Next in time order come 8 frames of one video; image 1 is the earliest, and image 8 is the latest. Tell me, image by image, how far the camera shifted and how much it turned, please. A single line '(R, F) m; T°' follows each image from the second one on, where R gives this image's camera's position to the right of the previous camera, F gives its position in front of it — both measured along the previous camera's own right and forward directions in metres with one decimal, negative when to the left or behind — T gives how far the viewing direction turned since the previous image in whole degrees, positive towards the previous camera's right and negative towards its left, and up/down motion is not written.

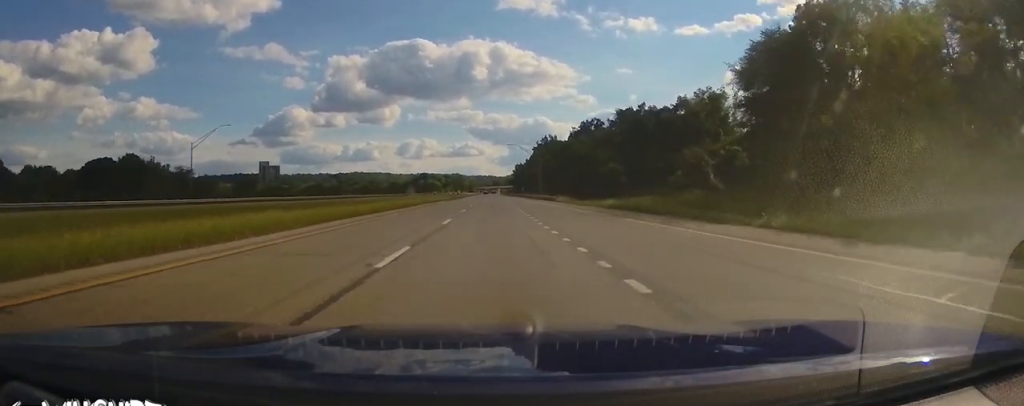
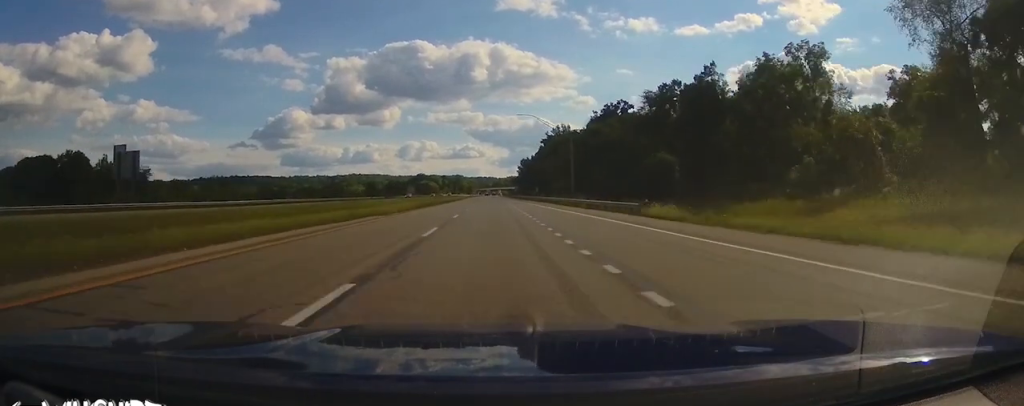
(0.0, +42.6) m; 0°
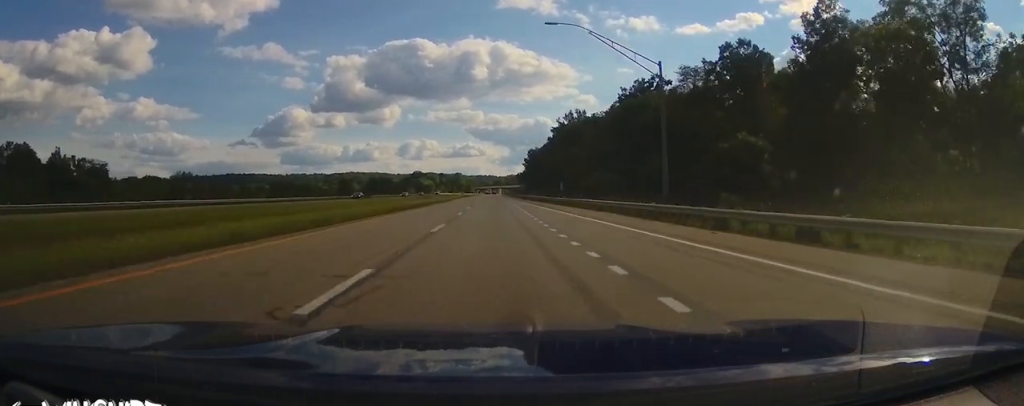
(-0.2, +34.8) m; 0°
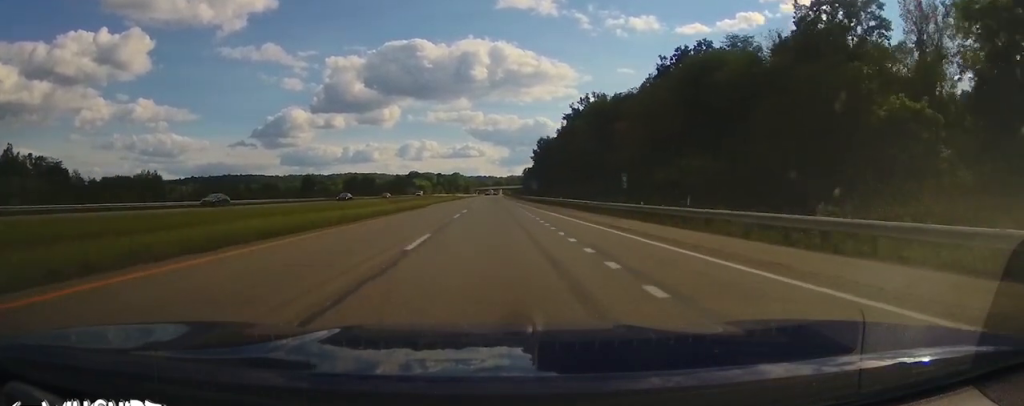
(0.0, +30.4) m; 0°
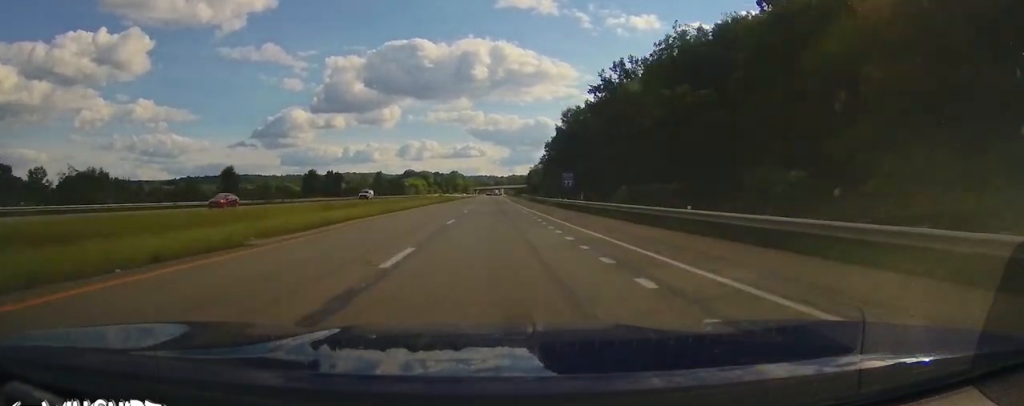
(0.0, +38.5) m; 0°
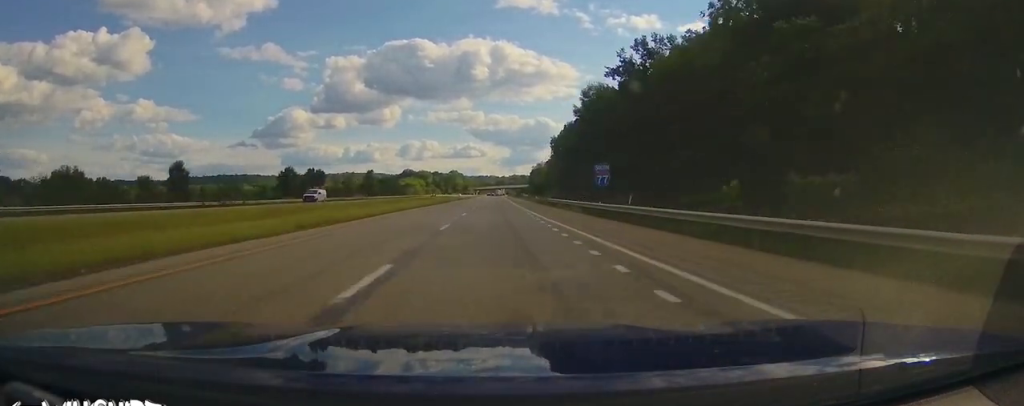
(0.0, +15.5) m; 0°
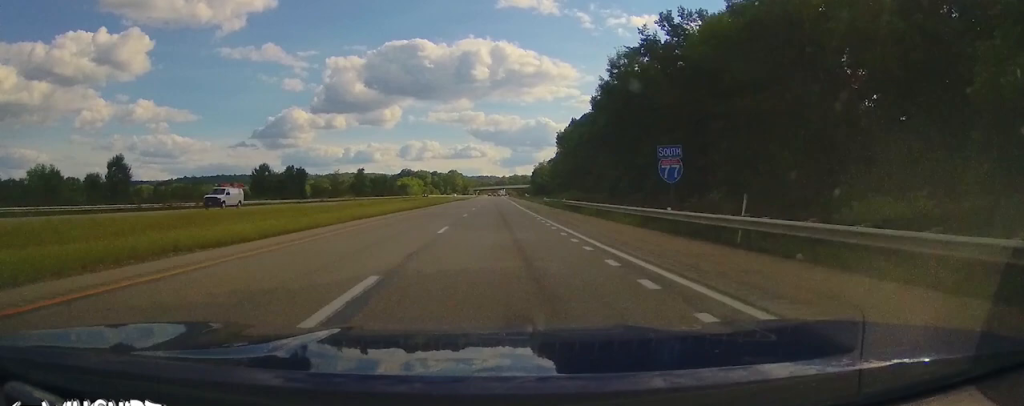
(0.0, +13.4) m; 0°
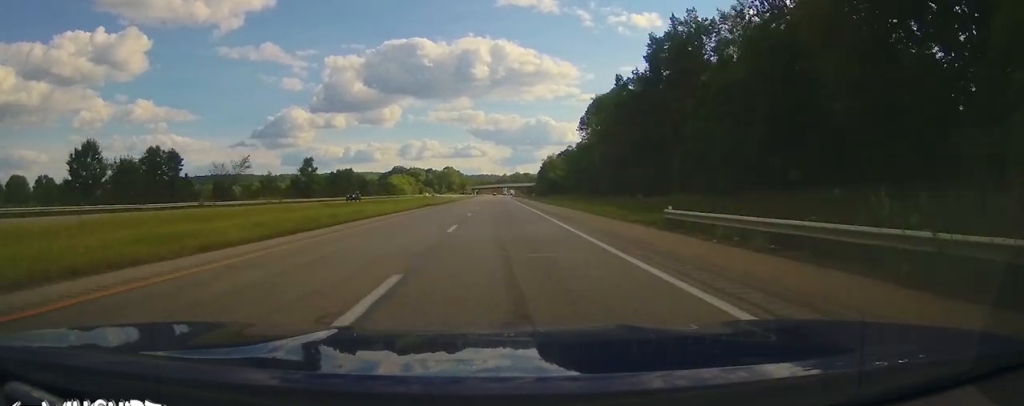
(0.0, +49.1) m; 0°
